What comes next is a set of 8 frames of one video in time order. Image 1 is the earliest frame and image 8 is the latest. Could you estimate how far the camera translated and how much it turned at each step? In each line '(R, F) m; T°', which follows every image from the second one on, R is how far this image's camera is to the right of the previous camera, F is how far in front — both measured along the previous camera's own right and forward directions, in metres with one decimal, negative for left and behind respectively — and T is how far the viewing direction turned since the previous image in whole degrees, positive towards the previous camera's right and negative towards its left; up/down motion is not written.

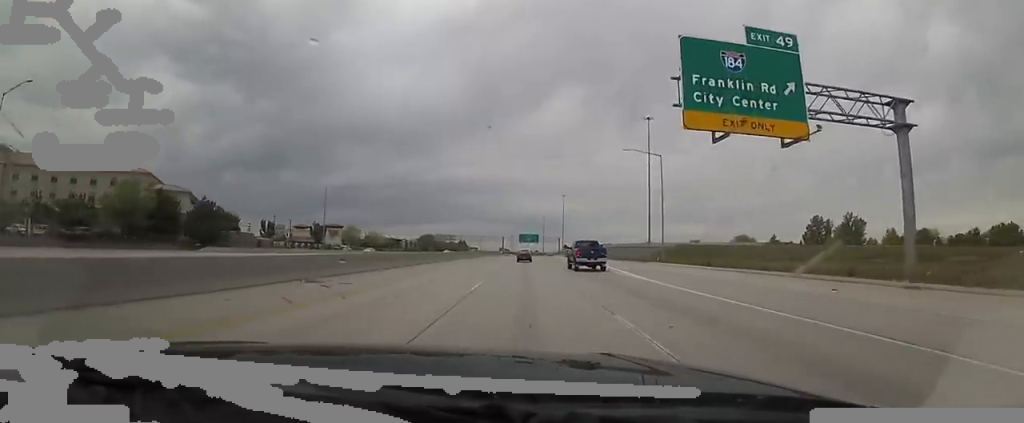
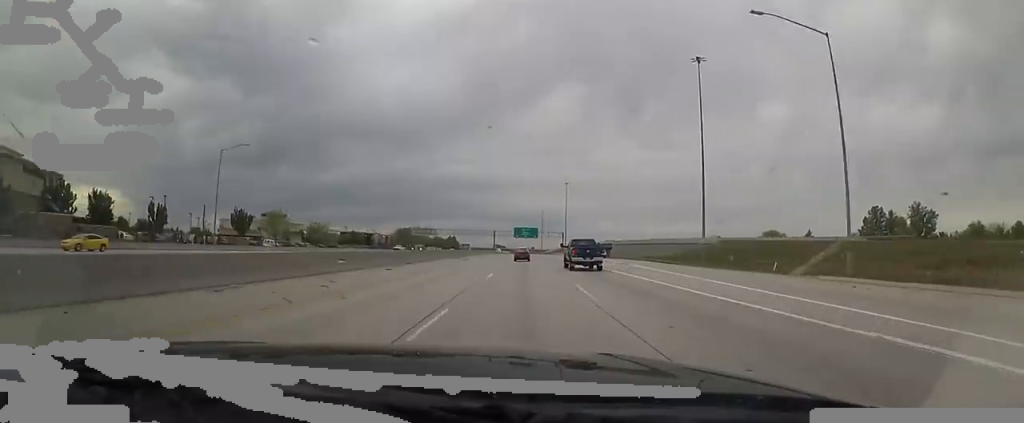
(-0.4, +38.7) m; -1°
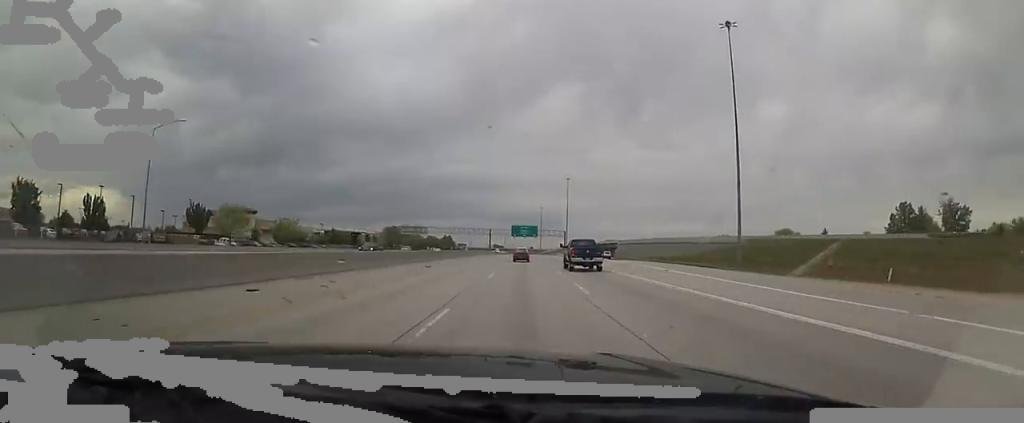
(-0.3, +14.6) m; 0°
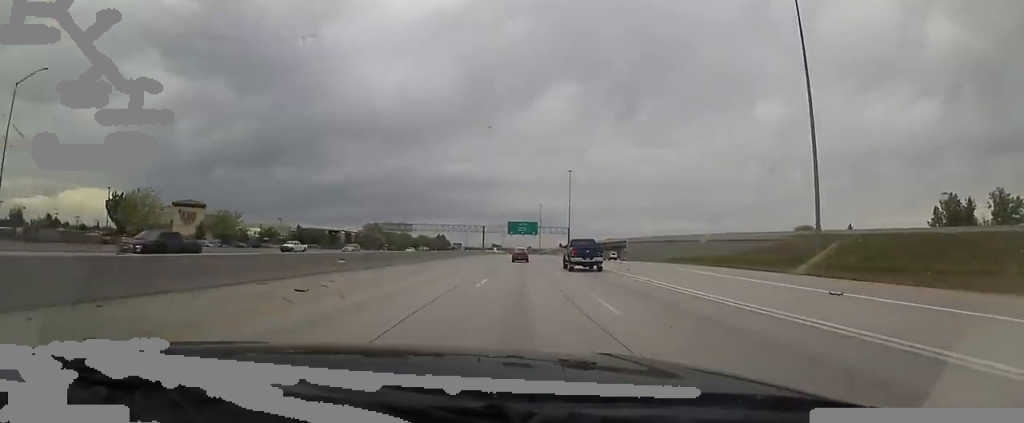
(+0.3, +19.8) m; +1°
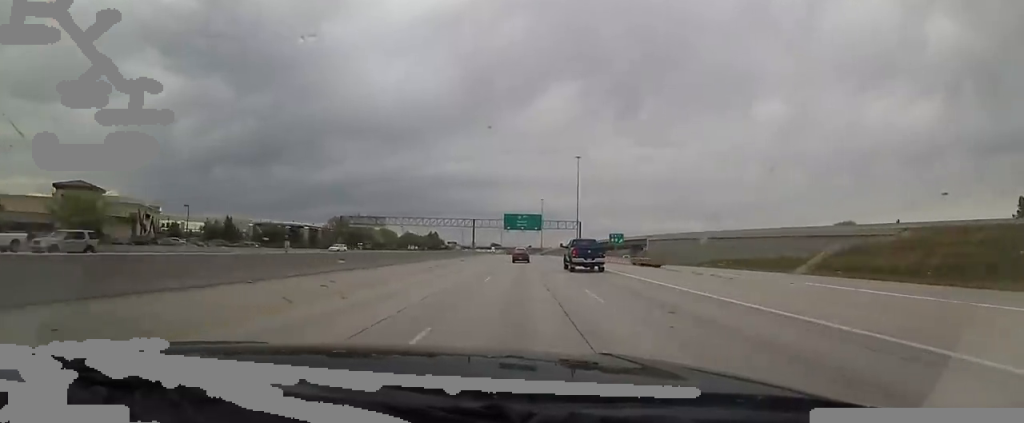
(+0.5, +28.7) m; 0°
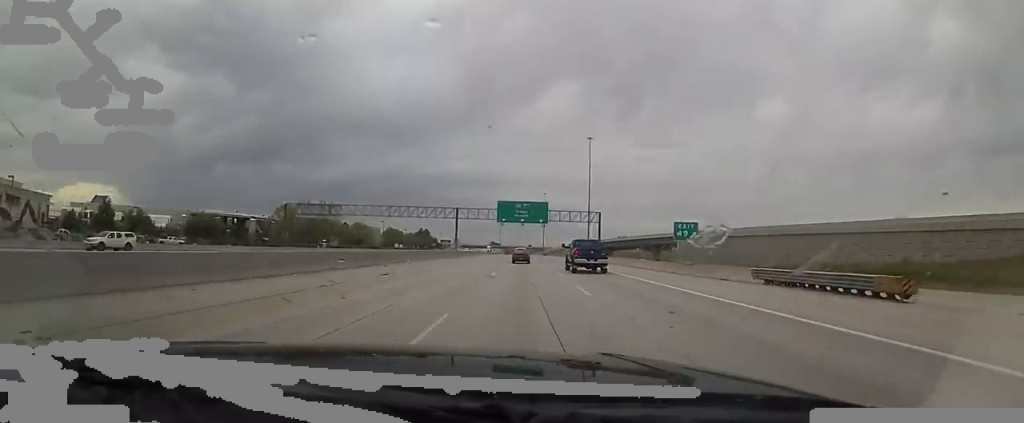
(-0.2, +28.2) m; -1°
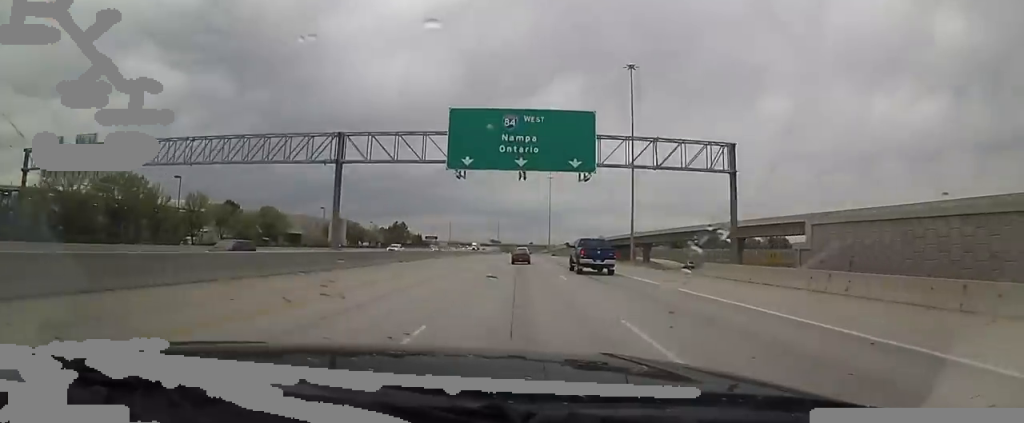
(+0.5, +54.4) m; +1°
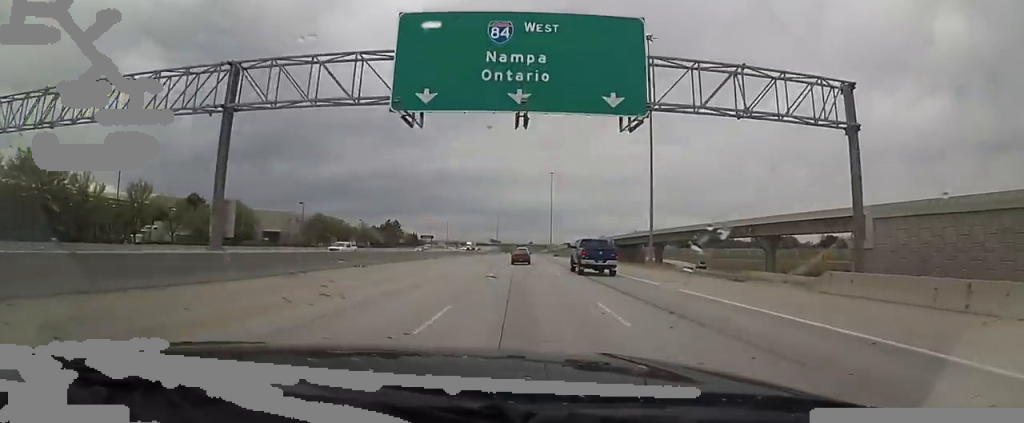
(-0.1, +12.6) m; -1°
